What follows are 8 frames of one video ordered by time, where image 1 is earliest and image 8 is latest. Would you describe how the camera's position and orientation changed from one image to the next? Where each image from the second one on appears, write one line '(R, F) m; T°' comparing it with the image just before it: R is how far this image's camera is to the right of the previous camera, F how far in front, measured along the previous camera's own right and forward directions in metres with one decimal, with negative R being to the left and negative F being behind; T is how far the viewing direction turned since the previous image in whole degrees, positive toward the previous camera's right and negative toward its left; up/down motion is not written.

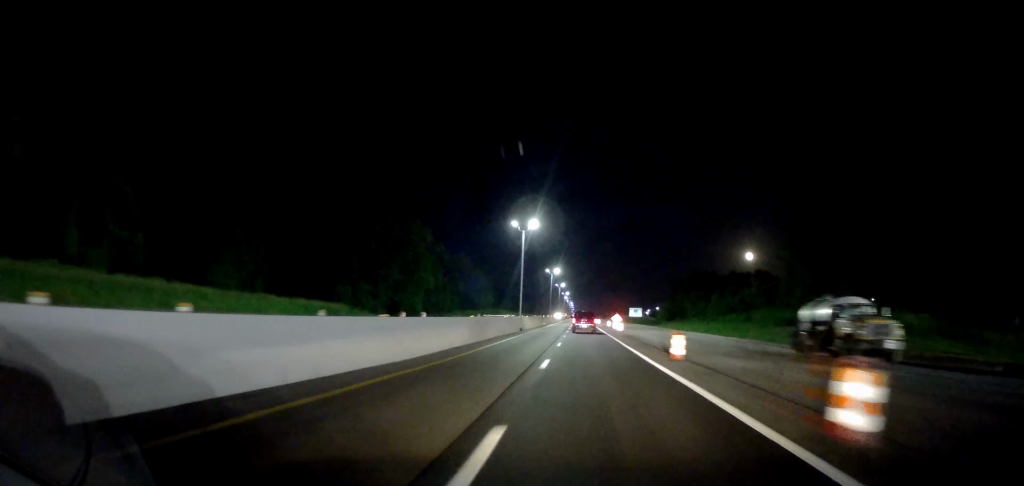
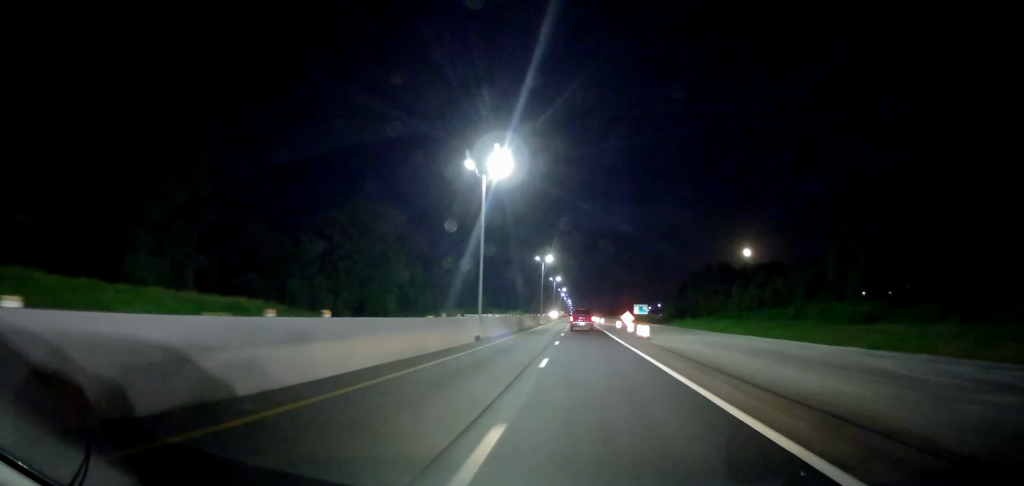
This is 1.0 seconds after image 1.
(+0.3, +24.0) m; +1°
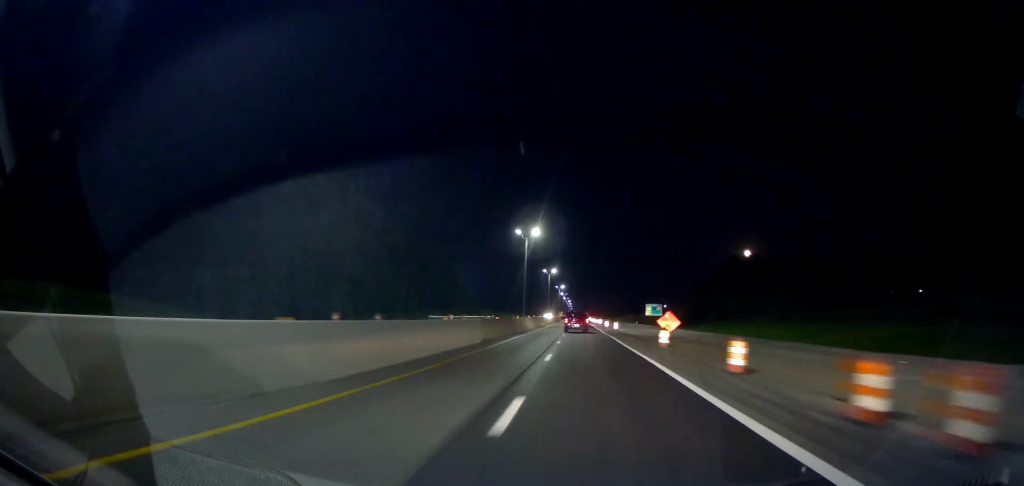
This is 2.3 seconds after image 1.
(+0.2, +33.2) m; -1°
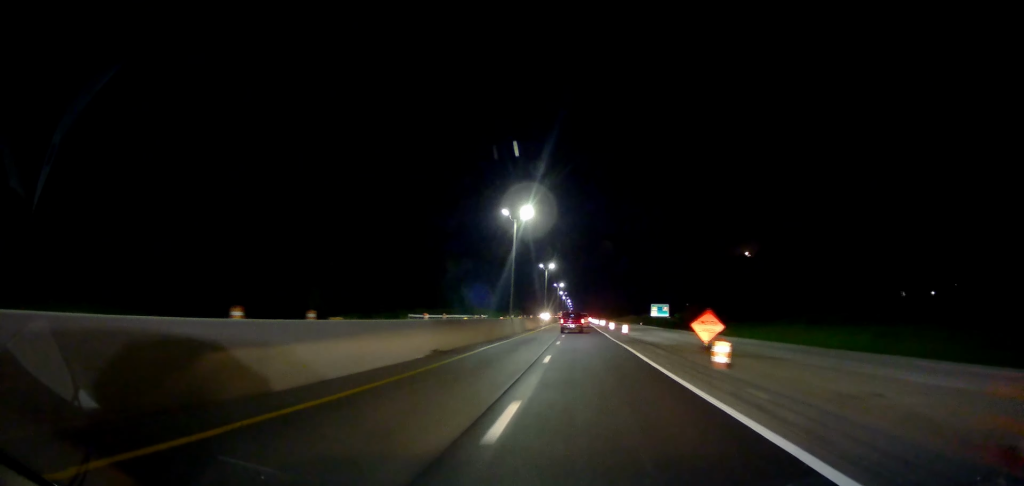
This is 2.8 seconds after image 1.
(-0.3, +12.4) m; 0°
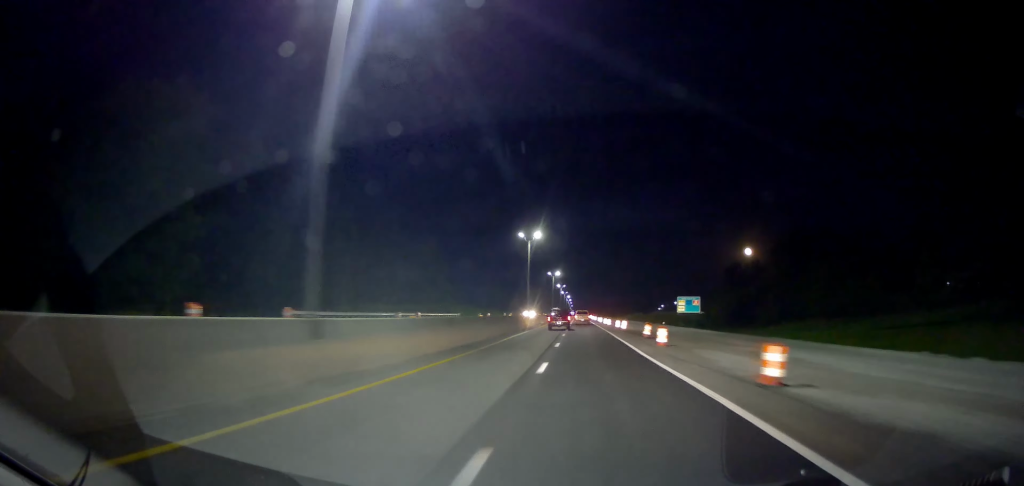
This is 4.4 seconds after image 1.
(+0.4, +39.9) m; +1°
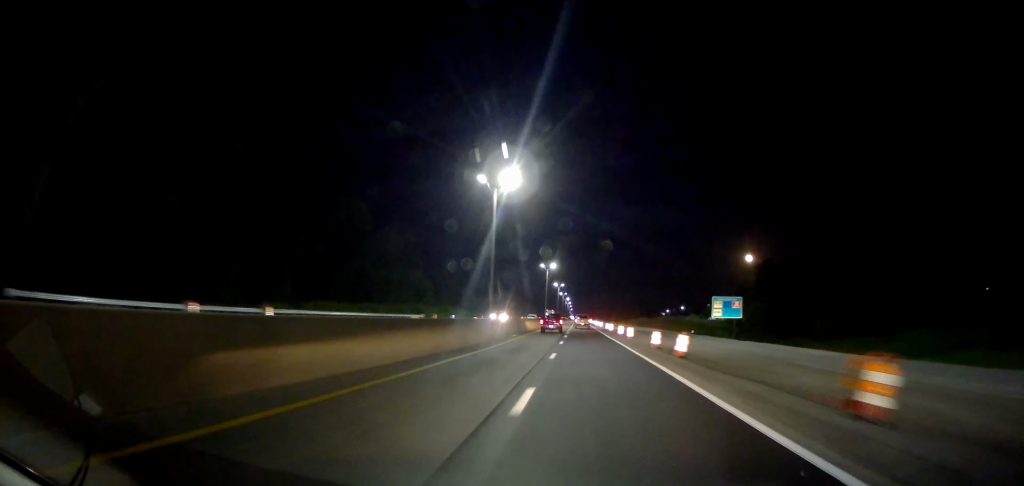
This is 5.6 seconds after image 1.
(0.0, +30.0) m; 0°
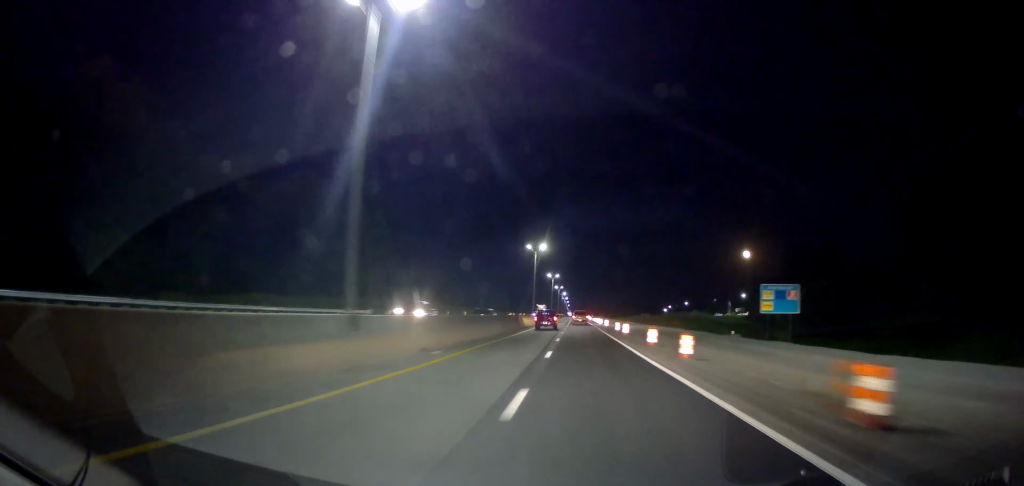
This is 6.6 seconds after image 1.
(0.0, +24.3) m; 0°
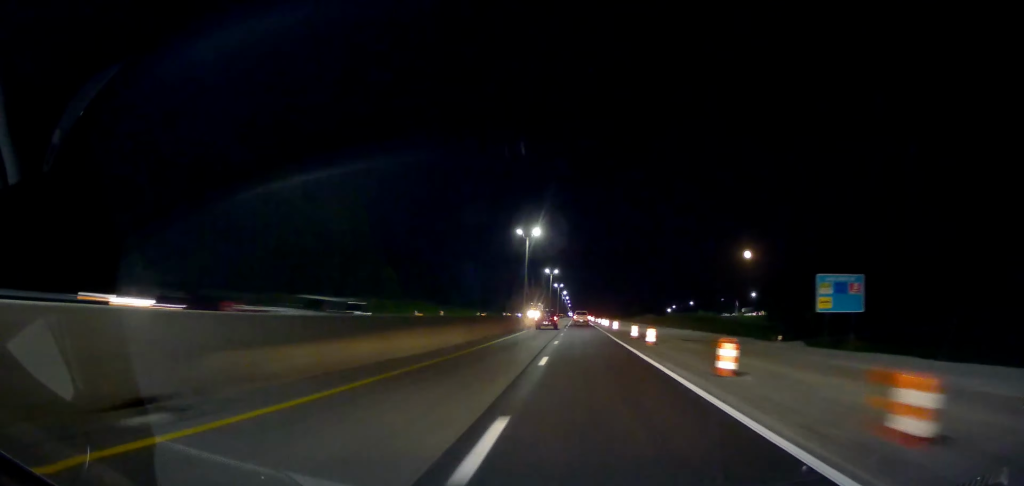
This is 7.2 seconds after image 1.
(+0.1, +15.2) m; -1°
